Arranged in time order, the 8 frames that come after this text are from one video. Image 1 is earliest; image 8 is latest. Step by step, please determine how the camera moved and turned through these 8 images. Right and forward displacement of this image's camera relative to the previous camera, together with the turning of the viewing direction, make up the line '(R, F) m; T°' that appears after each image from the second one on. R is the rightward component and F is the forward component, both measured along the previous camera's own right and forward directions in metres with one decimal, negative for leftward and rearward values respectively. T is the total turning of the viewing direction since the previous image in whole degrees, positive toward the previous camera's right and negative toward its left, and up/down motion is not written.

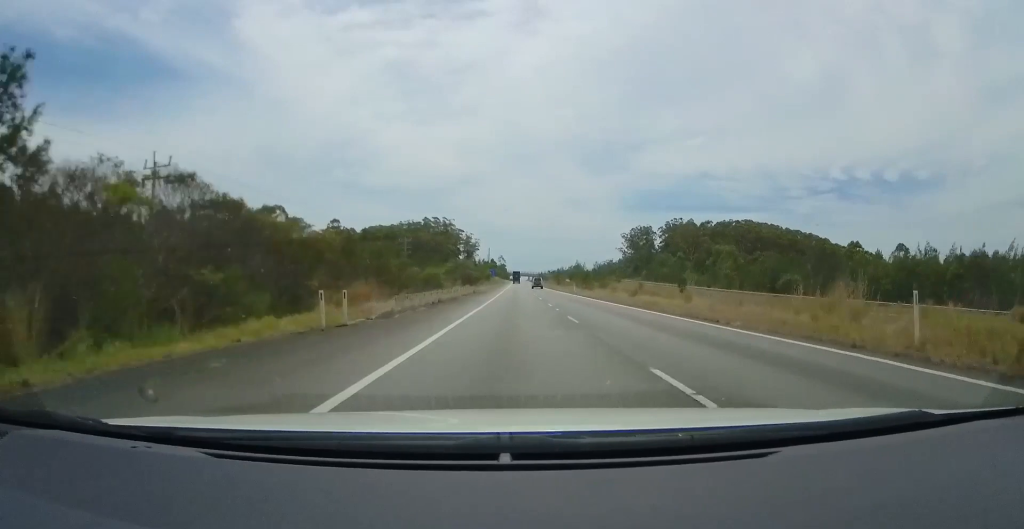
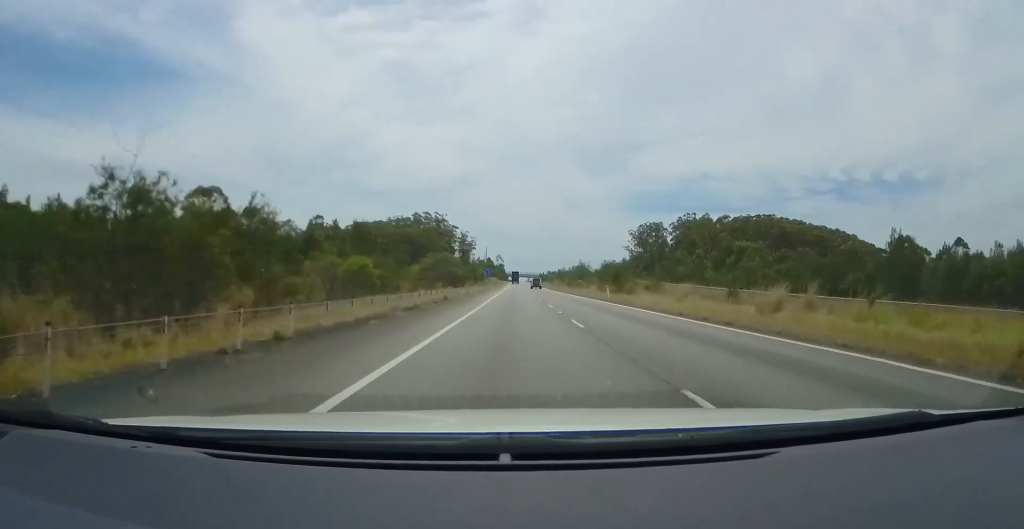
(0.0, +26.2) m; 0°
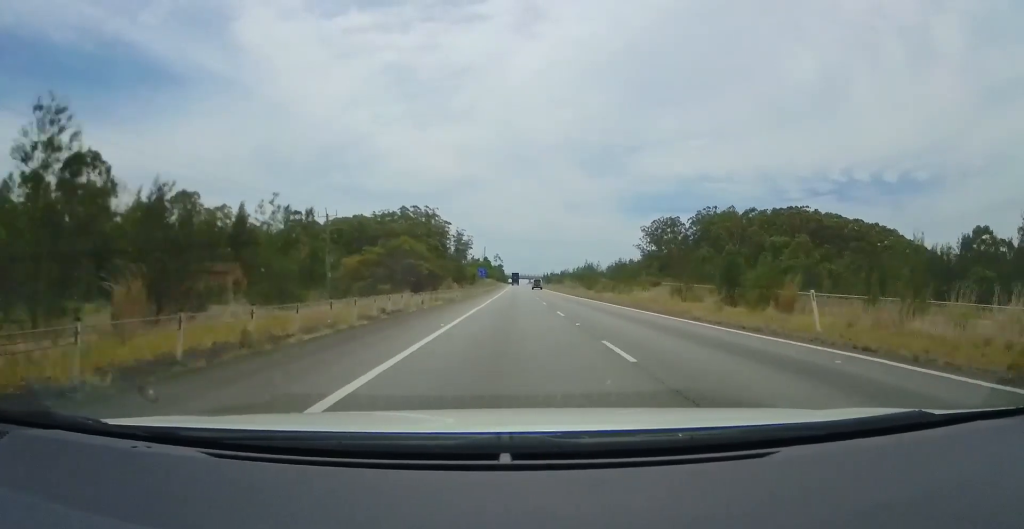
(0.0, +31.0) m; +1°
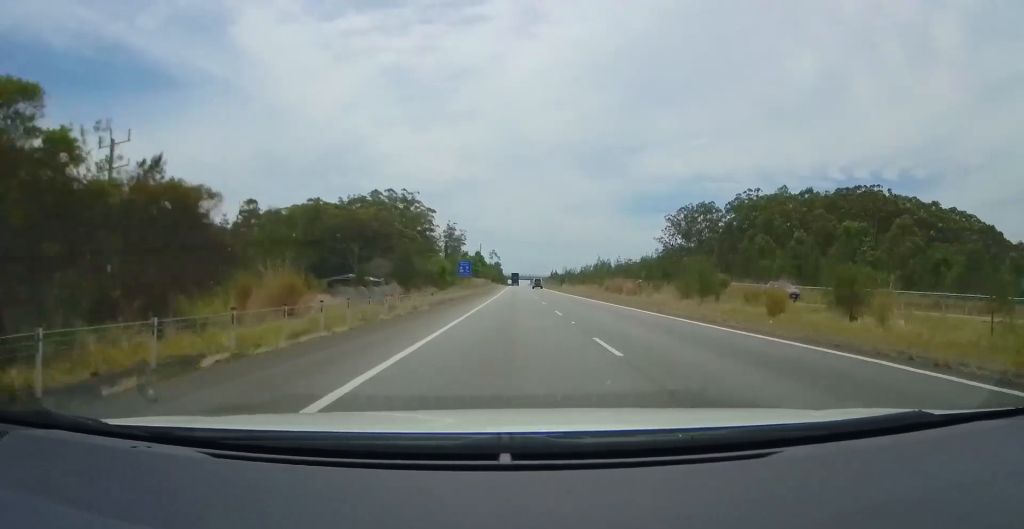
(+0.6, +47.6) m; 0°
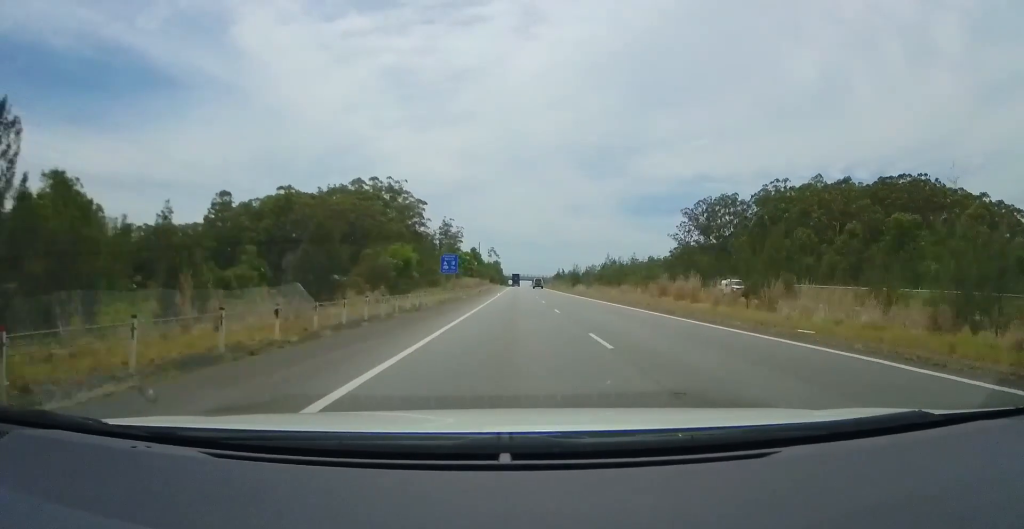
(-0.1, +22.5) m; -1°
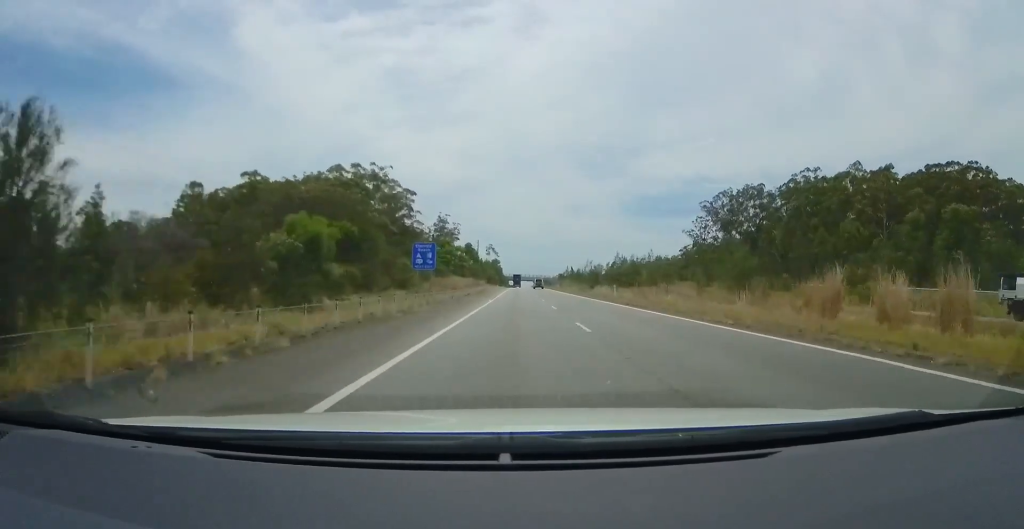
(-0.2, +21.3) m; -1°
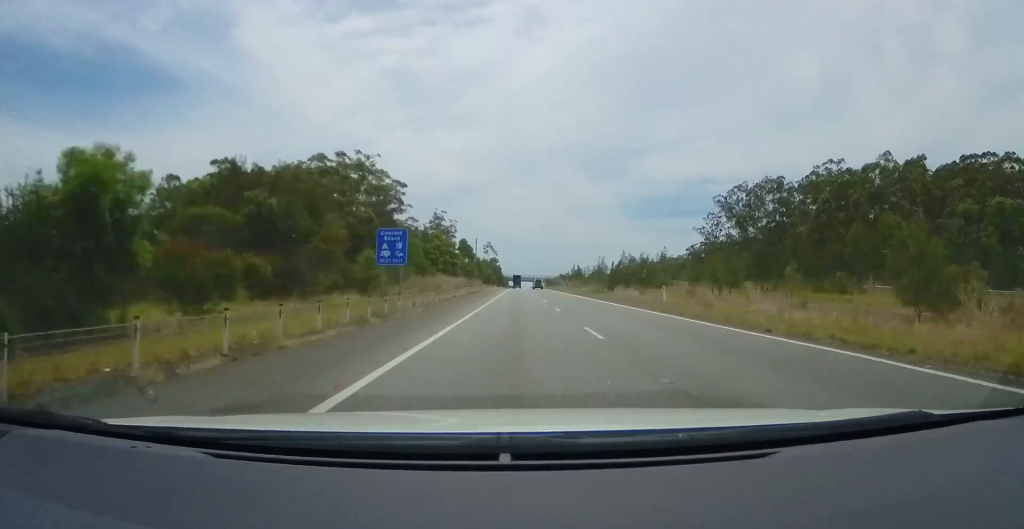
(-0.1, +13.0) m; 0°
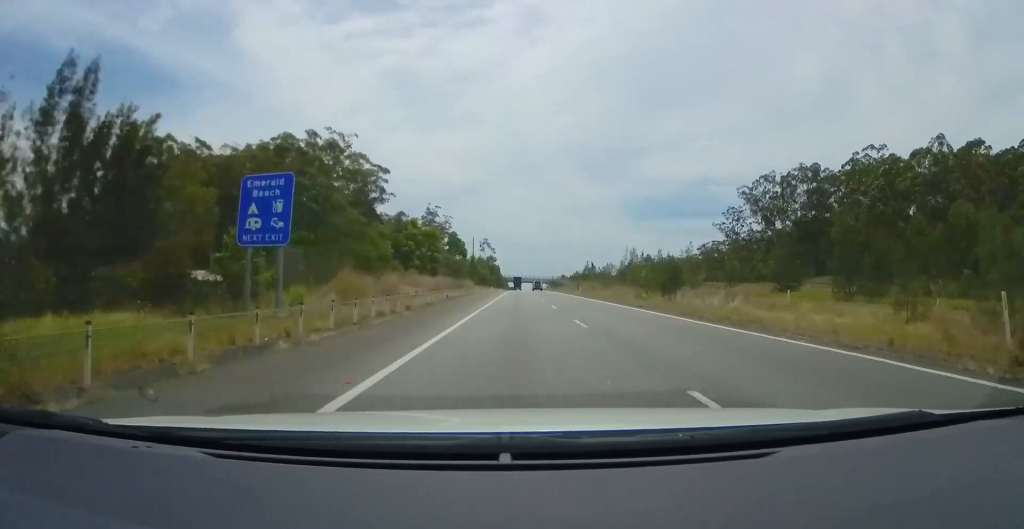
(0.0, +21.1) m; 0°
